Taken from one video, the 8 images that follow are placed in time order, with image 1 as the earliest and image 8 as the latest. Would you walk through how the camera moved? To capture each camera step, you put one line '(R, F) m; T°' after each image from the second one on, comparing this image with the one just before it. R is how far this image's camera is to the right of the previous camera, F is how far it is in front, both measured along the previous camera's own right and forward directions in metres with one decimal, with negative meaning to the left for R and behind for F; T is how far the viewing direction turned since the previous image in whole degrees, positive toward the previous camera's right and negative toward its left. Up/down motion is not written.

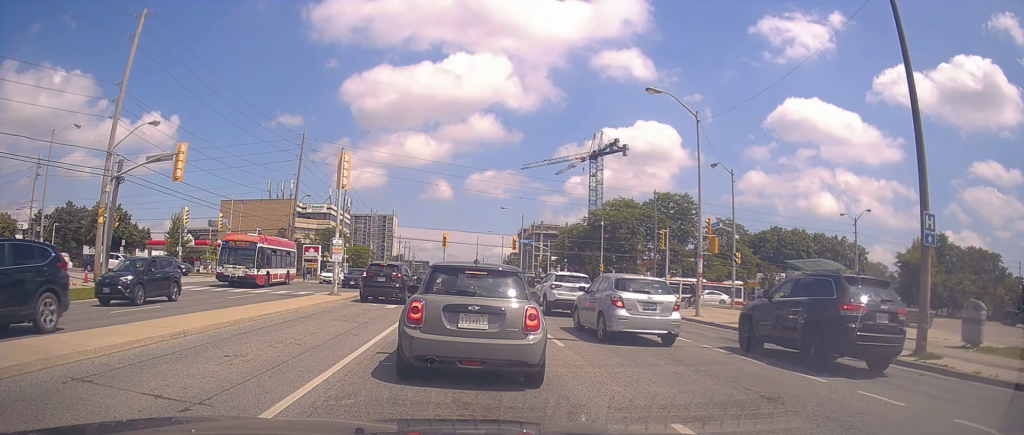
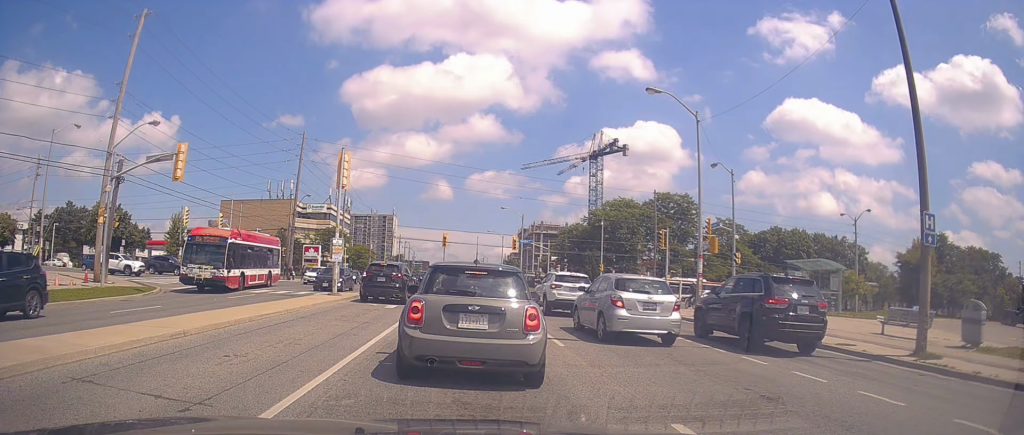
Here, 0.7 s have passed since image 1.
(0.0, 0.0) m; 0°
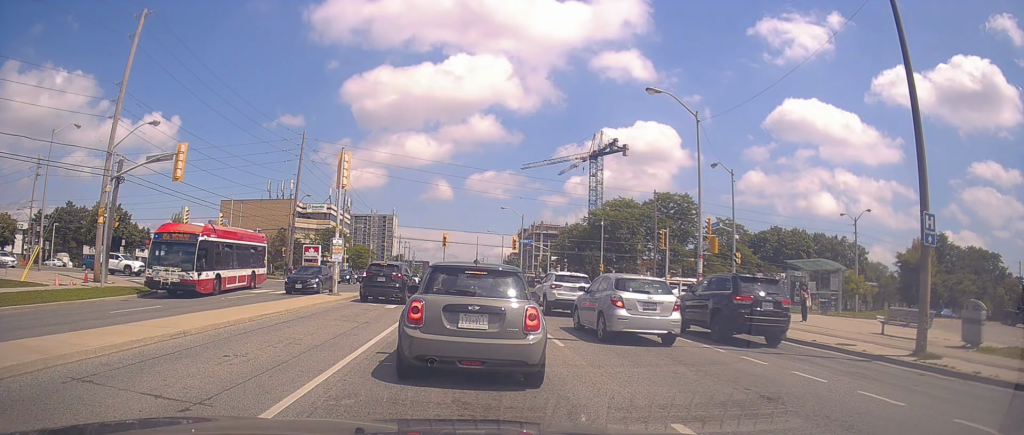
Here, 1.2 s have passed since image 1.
(0.0, 0.0) m; 0°
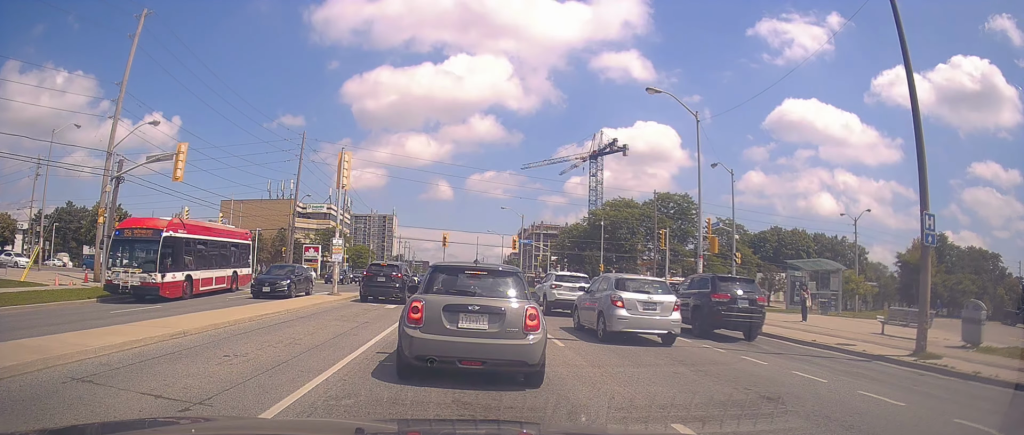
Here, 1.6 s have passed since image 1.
(0.0, 0.0) m; 0°
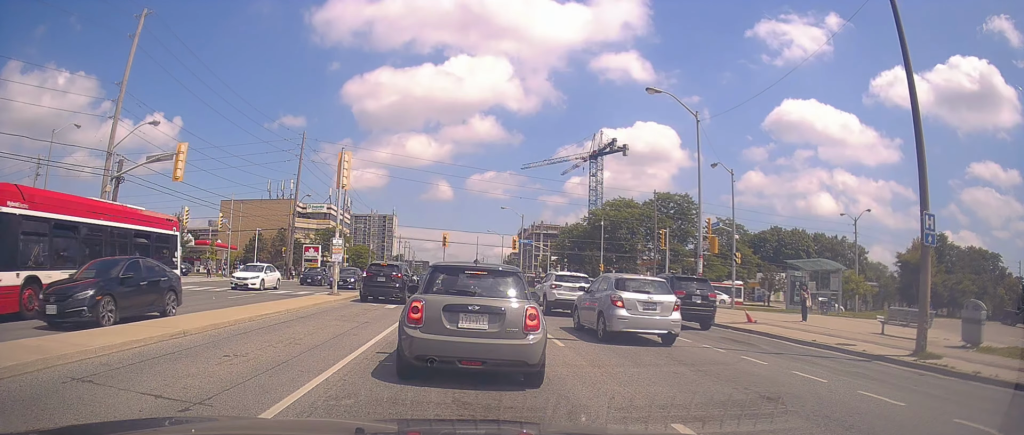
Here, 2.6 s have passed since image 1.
(0.0, 0.0) m; 0°
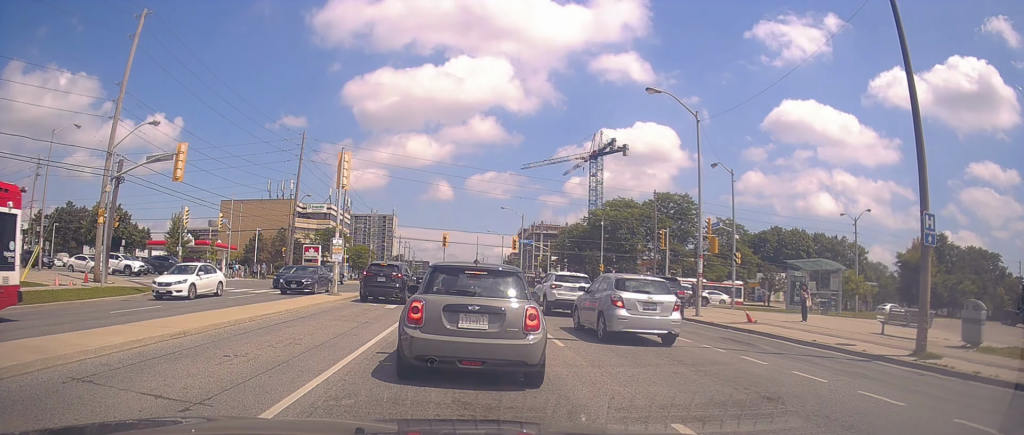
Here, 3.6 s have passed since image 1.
(0.0, 0.0) m; 0°
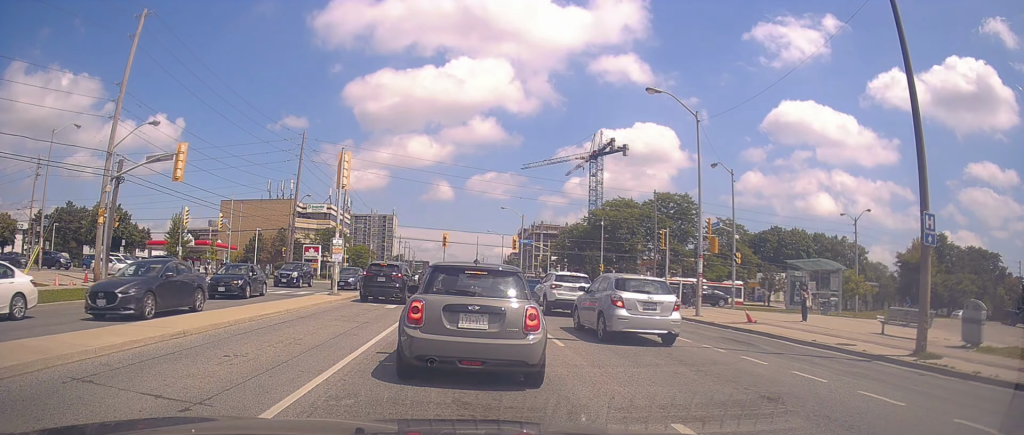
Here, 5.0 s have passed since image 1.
(0.0, 0.0) m; 0°
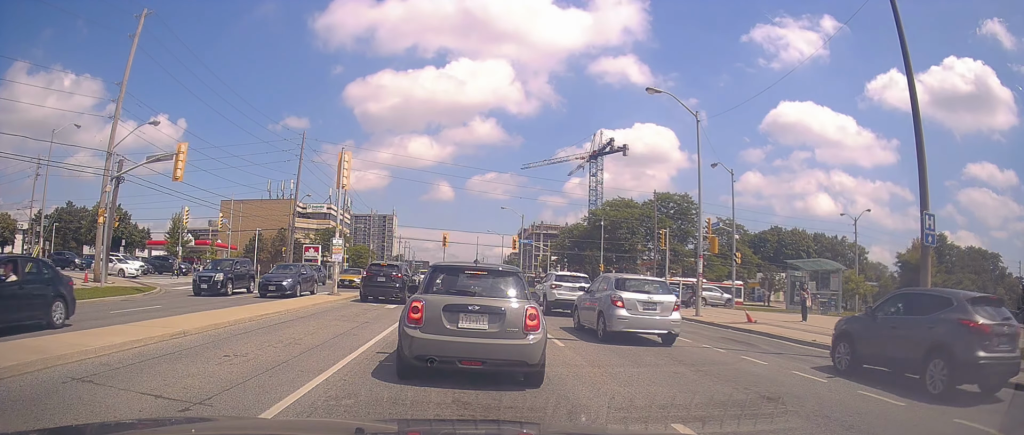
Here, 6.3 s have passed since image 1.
(0.0, 0.0) m; 0°
